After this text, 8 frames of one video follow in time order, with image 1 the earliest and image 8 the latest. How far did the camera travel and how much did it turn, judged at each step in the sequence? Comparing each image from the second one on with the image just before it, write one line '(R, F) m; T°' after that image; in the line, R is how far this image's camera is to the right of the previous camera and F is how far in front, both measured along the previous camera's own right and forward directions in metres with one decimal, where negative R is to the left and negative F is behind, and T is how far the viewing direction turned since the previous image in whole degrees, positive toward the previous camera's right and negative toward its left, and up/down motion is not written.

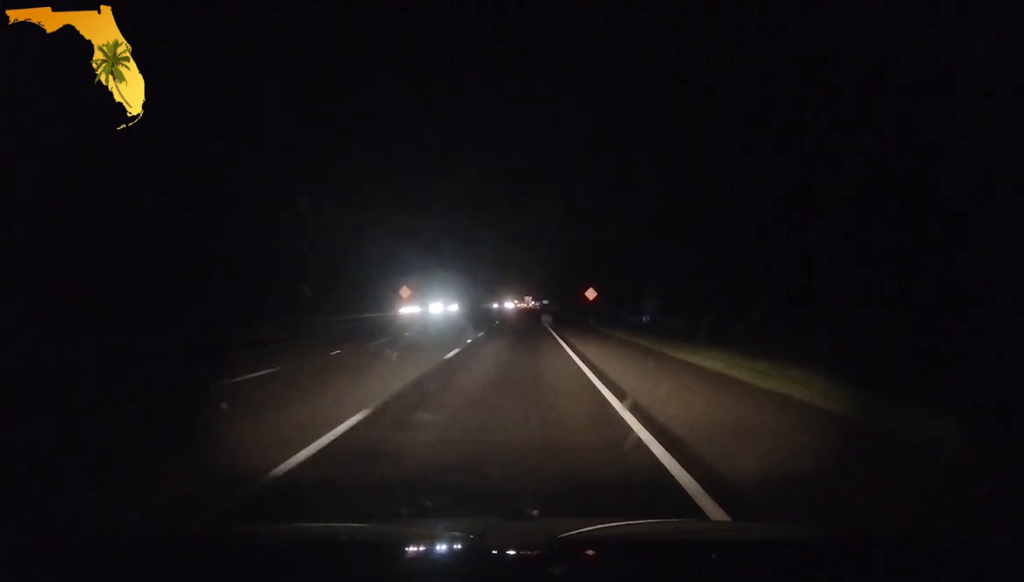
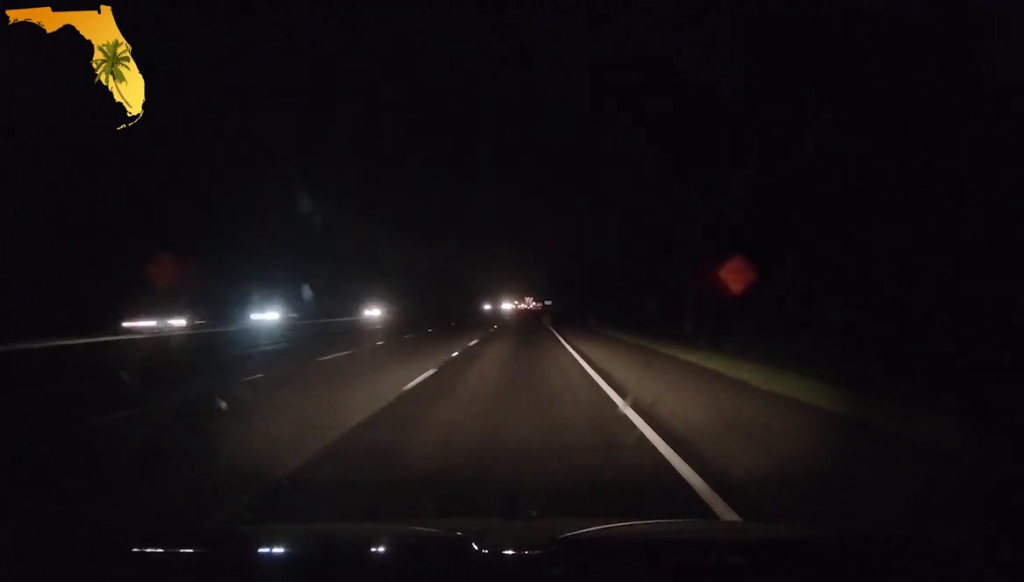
(+0.5, +54.9) m; +1°
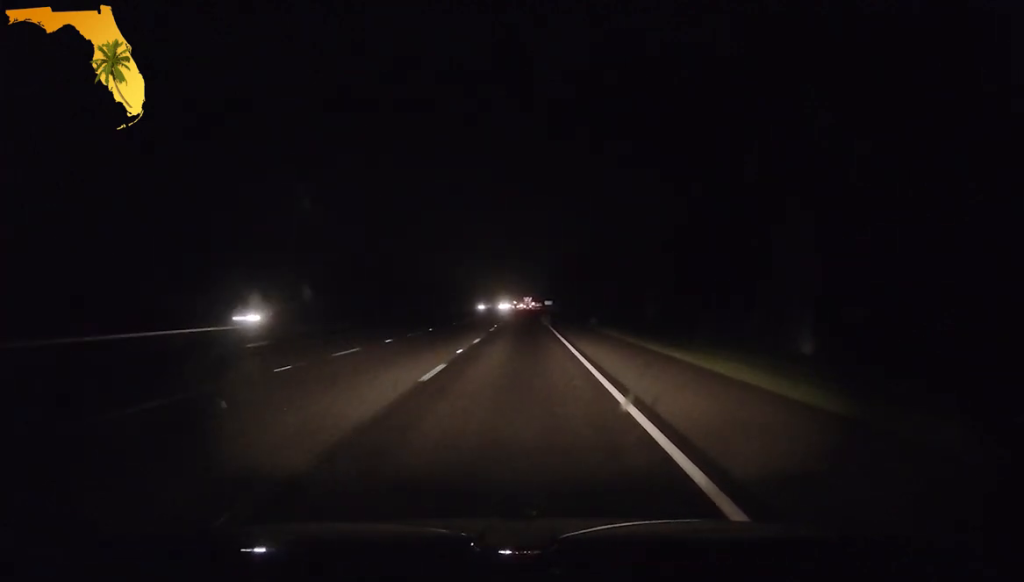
(0.0, +23.1) m; 0°
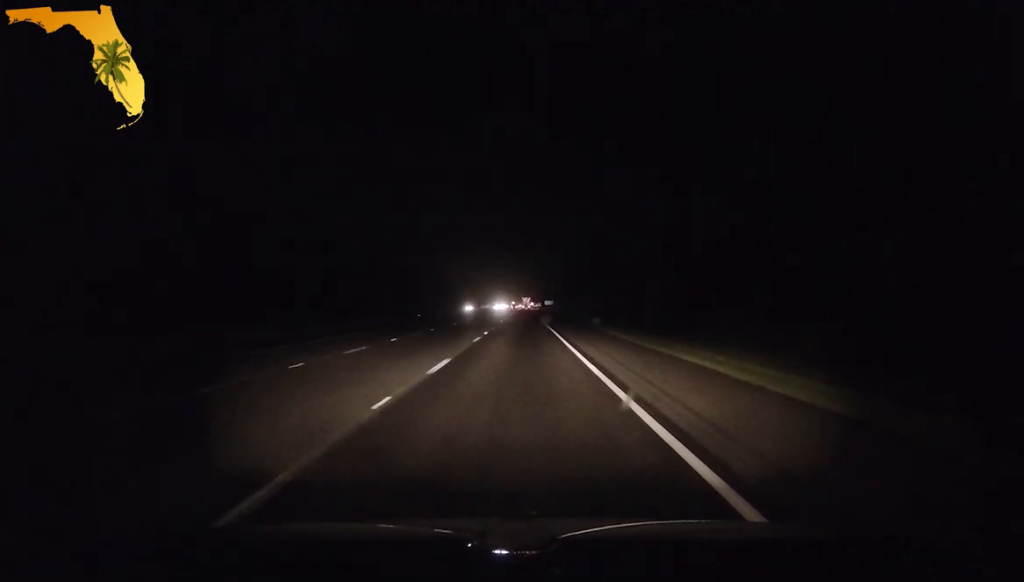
(0.0, +35.1) m; 0°
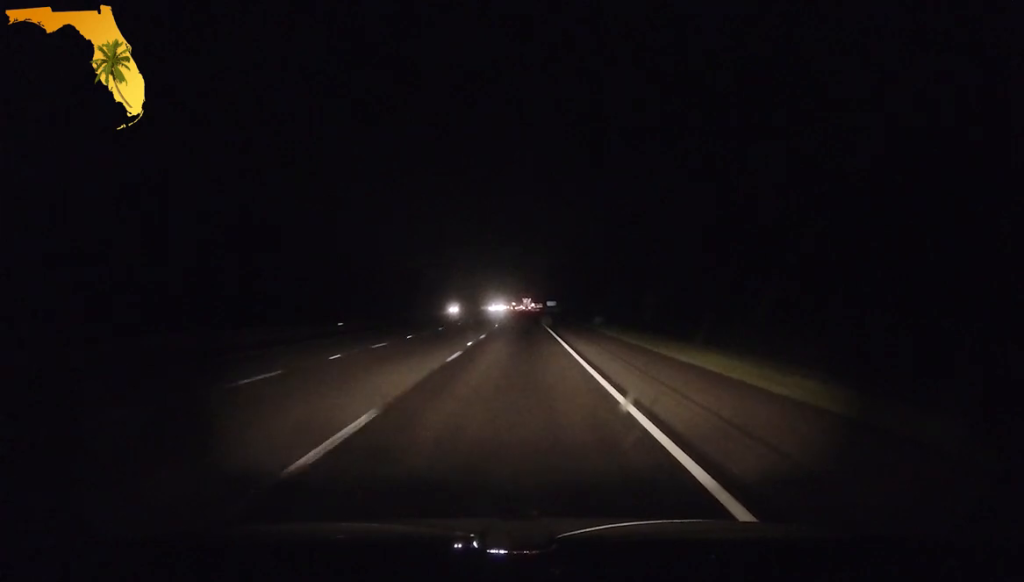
(0.0, +32.9) m; -1°
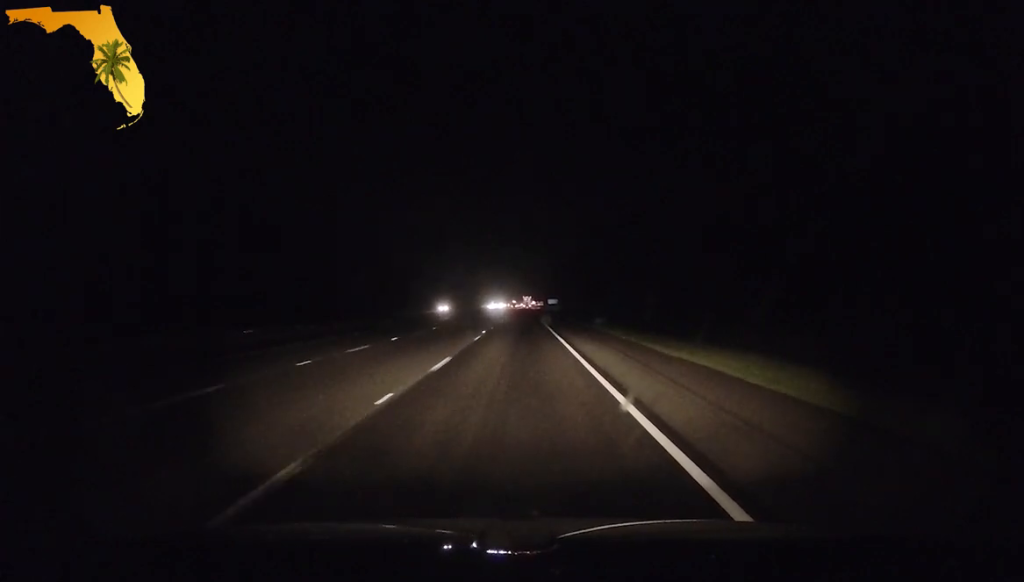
(-0.2, +15.5) m; 0°
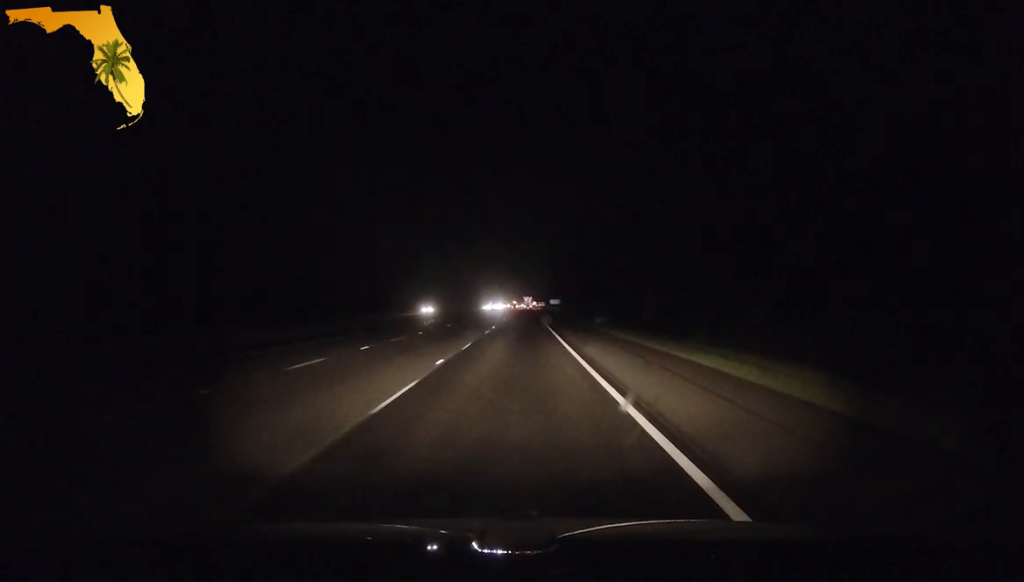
(-0.1, +17.6) m; 0°
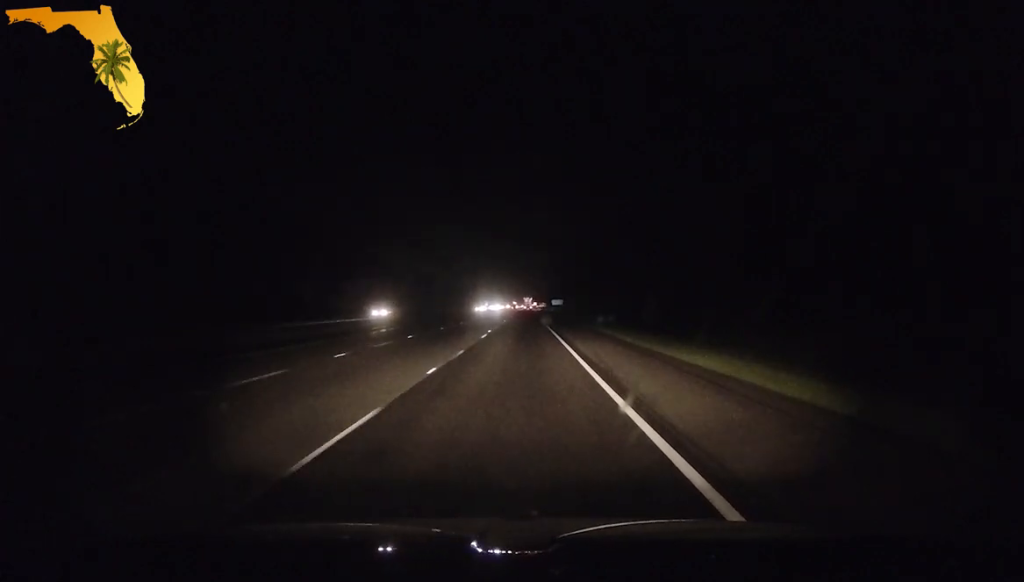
(0.0, +27.8) m; 0°
